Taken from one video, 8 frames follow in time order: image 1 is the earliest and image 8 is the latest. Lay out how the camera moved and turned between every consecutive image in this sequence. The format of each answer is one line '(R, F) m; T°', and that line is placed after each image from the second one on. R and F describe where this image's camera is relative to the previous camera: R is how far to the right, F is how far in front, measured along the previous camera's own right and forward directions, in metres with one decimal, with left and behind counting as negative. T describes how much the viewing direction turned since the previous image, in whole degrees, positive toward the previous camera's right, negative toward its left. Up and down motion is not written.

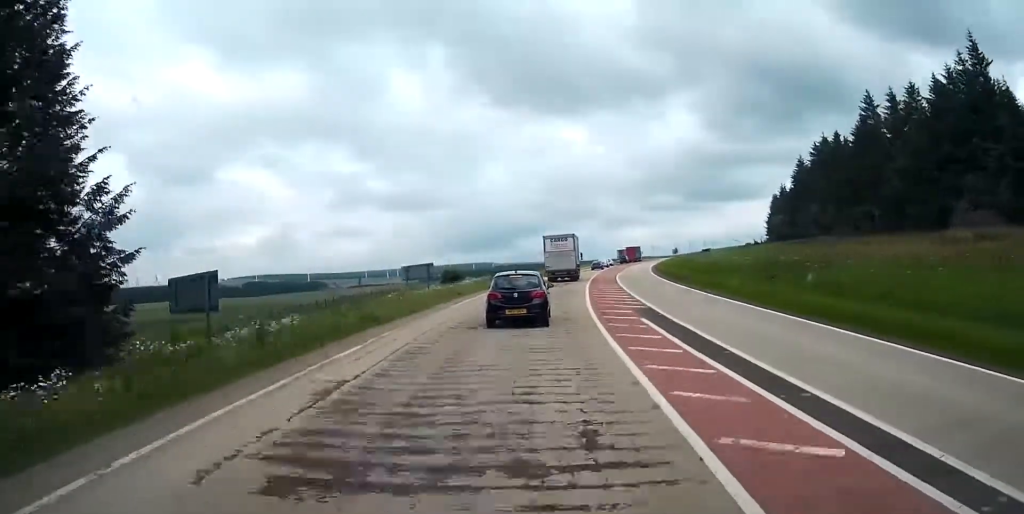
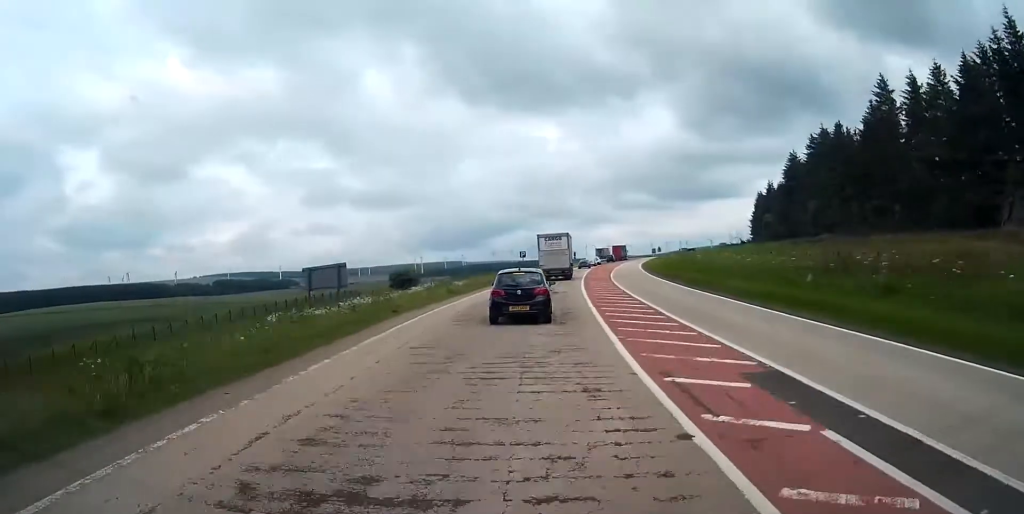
(+0.3, +12.0) m; +3°
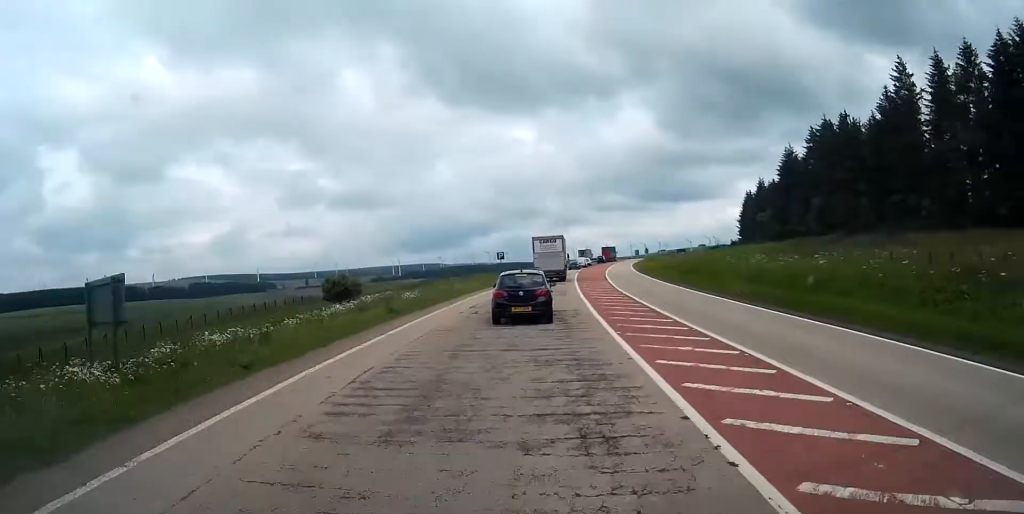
(+0.2, +10.7) m; +2°
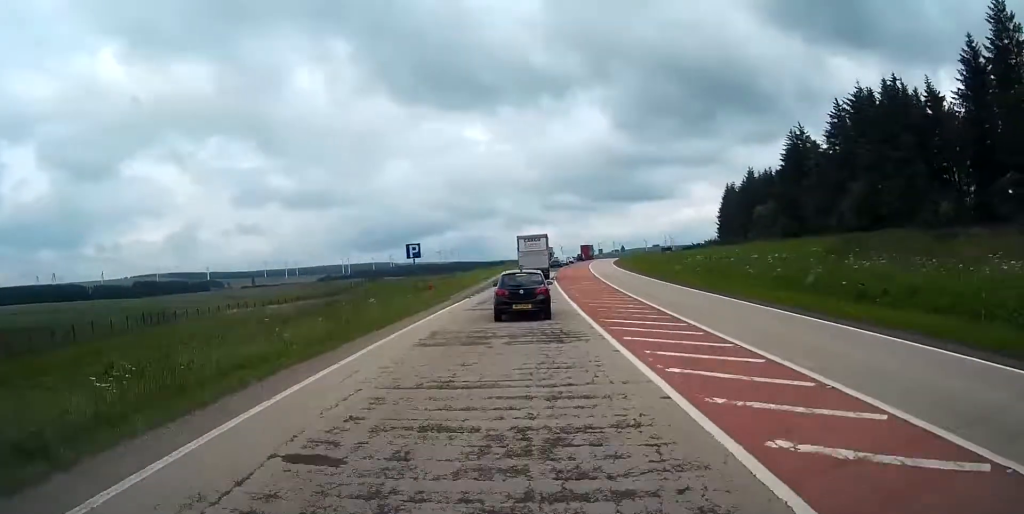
(+1.7, +30.3) m; +6°
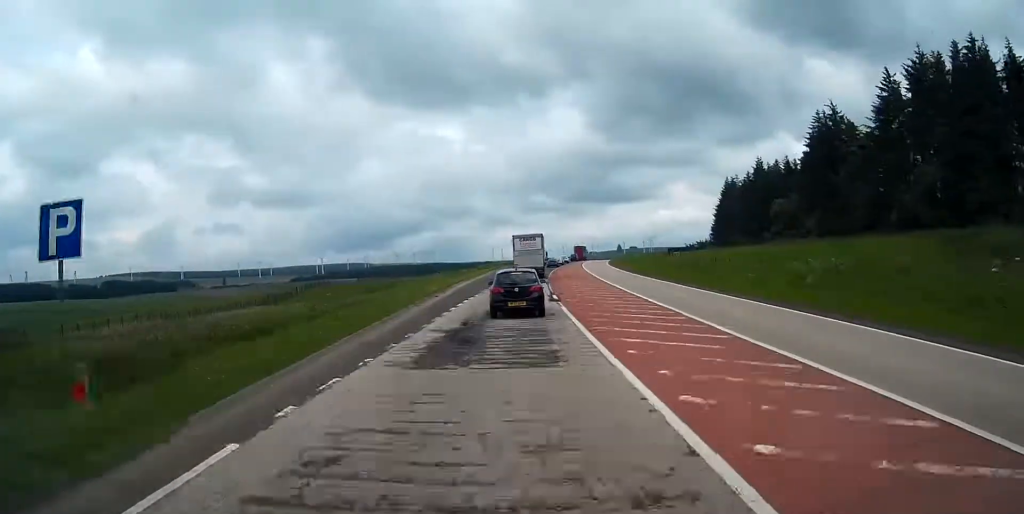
(+0.5, +24.0) m; +2°
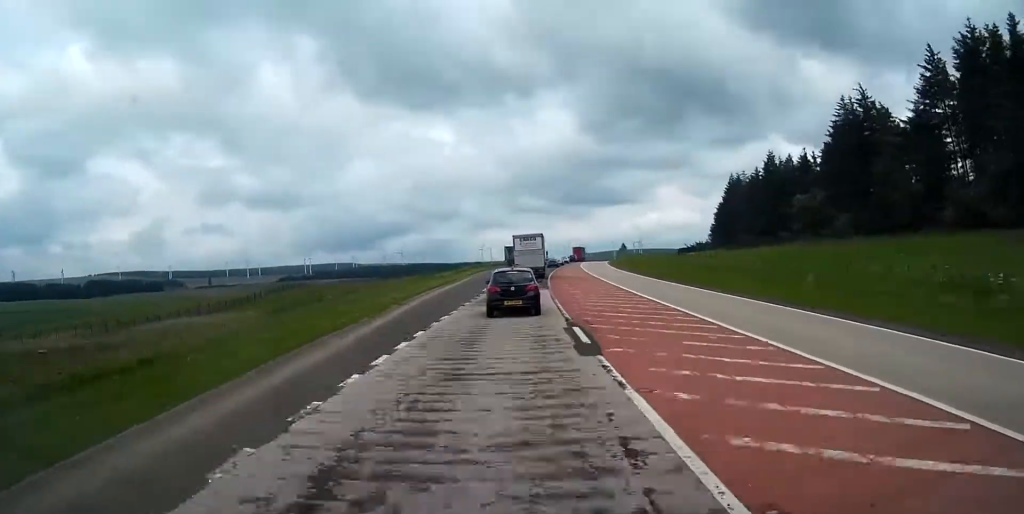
(0.0, +13.2) m; +1°
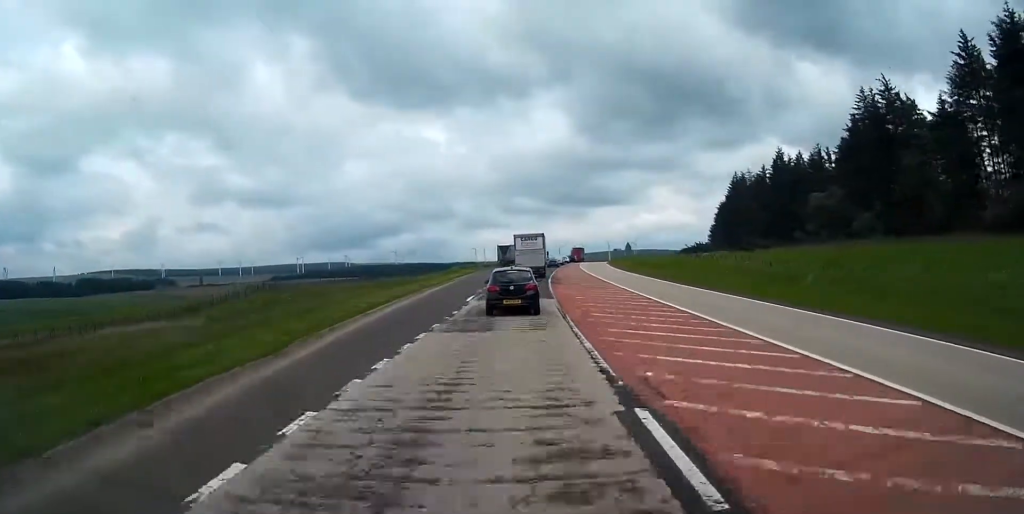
(+0.2, +8.6) m; +1°
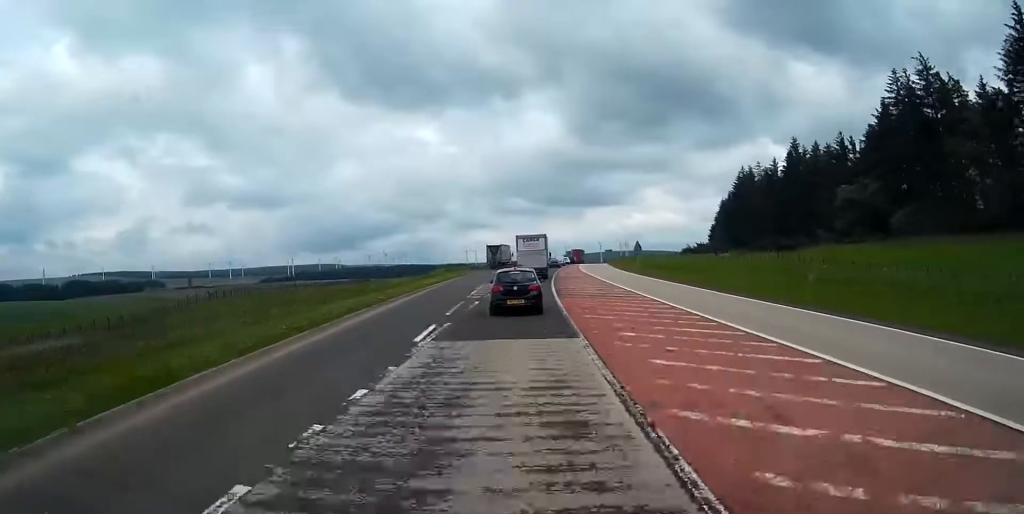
(+0.2, +12.6) m; +1°
